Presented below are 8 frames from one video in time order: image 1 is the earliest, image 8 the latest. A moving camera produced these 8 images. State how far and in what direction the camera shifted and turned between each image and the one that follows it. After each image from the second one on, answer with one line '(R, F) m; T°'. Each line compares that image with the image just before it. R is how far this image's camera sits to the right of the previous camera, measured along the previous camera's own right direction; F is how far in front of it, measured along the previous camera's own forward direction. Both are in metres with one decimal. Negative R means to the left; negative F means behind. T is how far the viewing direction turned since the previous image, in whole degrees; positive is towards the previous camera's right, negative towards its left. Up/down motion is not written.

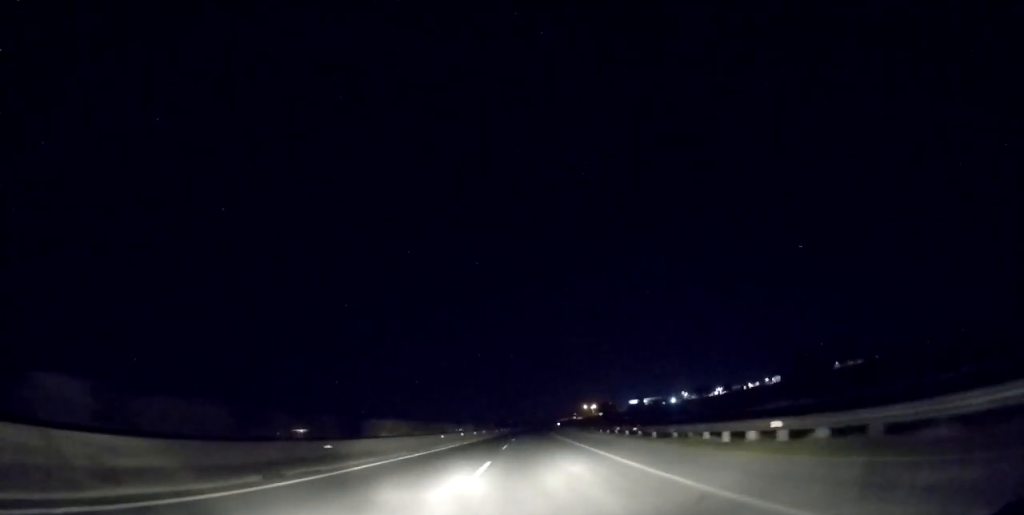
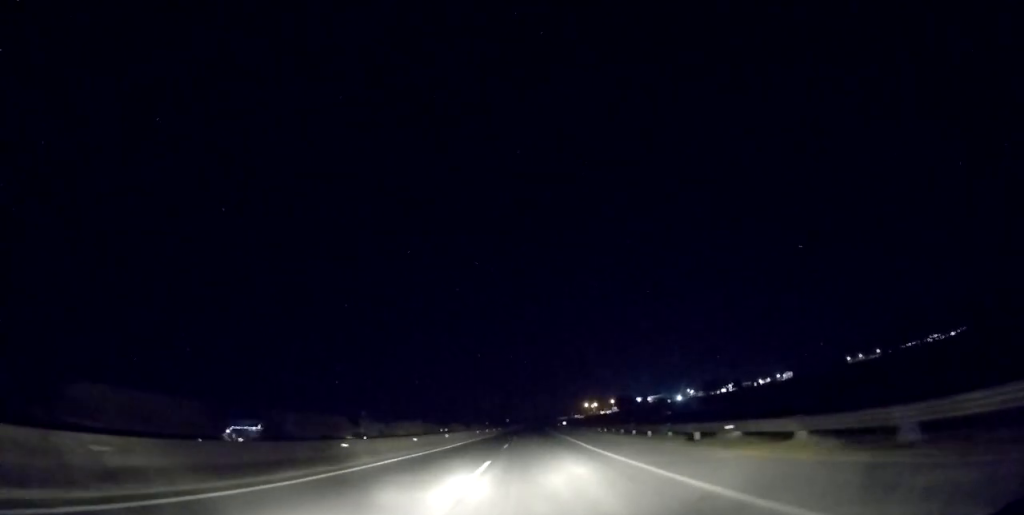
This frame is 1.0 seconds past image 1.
(+0.1, +36.0) m; 0°
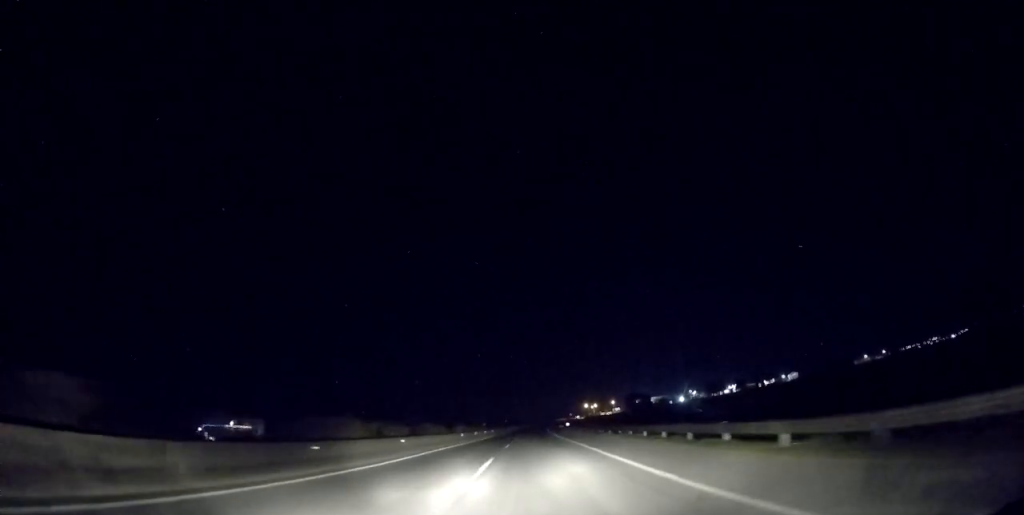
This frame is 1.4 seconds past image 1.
(0.0, +15.4) m; 0°
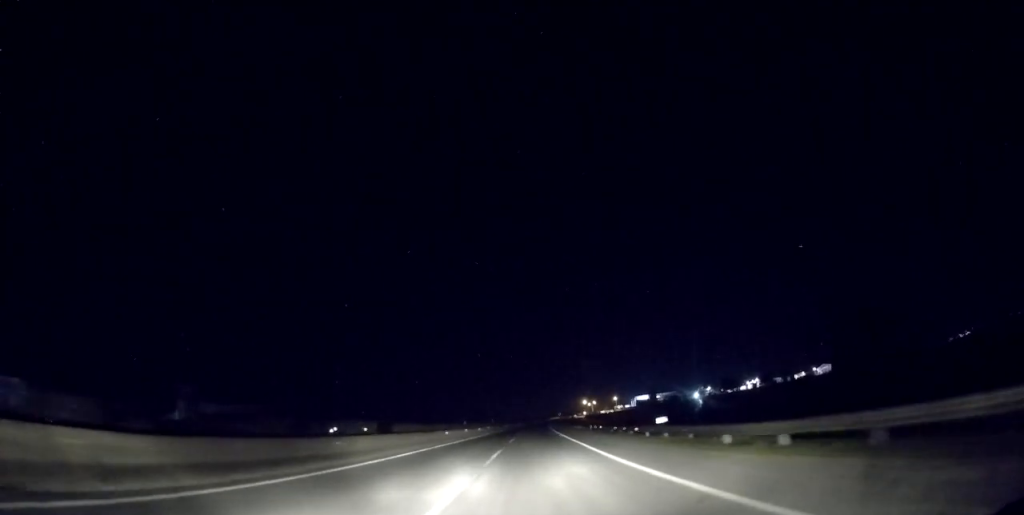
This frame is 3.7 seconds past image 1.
(+1.1, +84.5) m; +2°
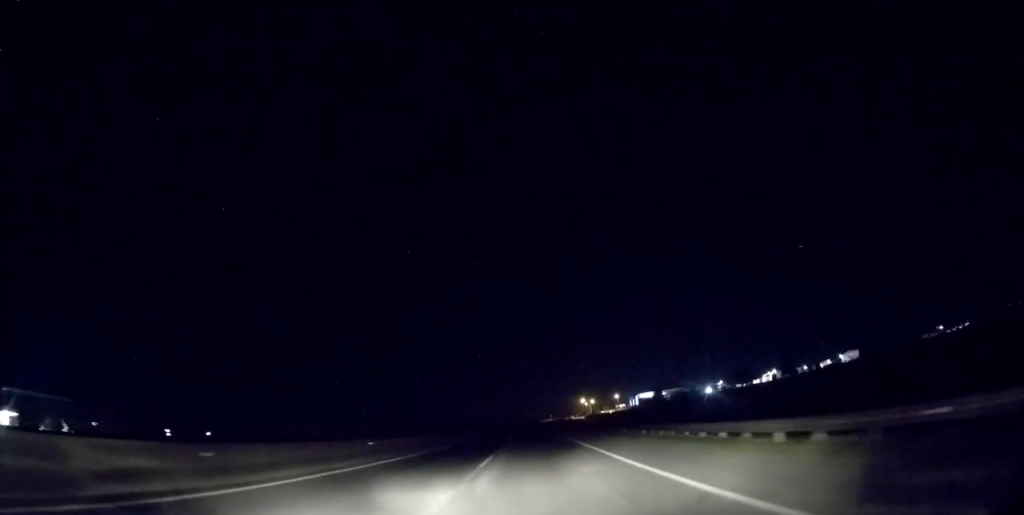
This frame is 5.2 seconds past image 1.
(+0.3, +58.1) m; 0°
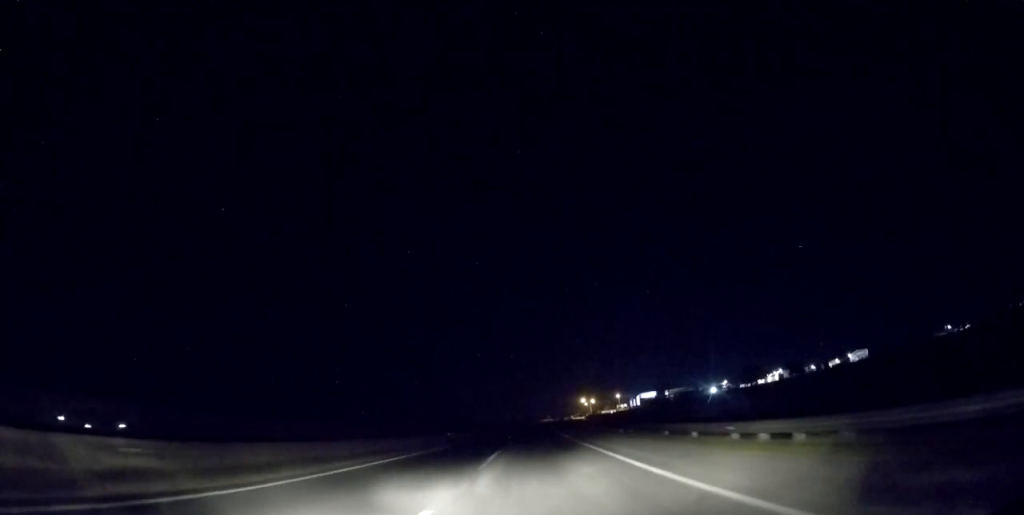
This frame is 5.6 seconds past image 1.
(0.0, +14.9) m; 0°
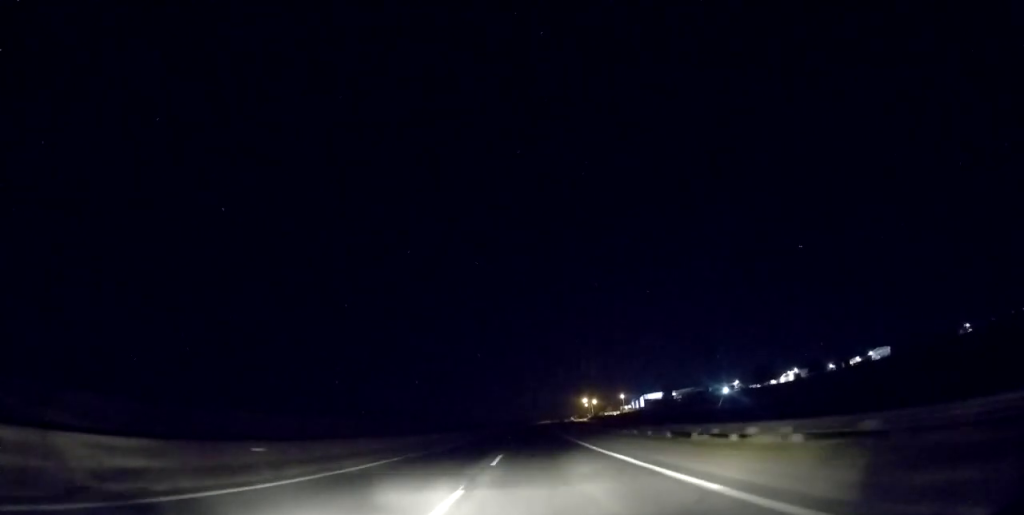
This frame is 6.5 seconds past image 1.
(+0.1, +32.2) m; 0°
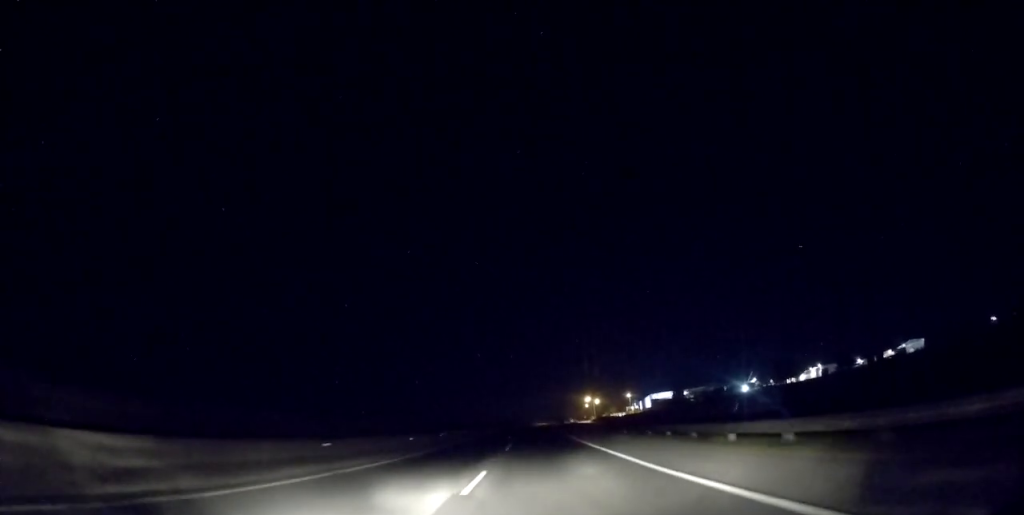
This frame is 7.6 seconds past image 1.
(+0.5, +43.1) m; +1°
